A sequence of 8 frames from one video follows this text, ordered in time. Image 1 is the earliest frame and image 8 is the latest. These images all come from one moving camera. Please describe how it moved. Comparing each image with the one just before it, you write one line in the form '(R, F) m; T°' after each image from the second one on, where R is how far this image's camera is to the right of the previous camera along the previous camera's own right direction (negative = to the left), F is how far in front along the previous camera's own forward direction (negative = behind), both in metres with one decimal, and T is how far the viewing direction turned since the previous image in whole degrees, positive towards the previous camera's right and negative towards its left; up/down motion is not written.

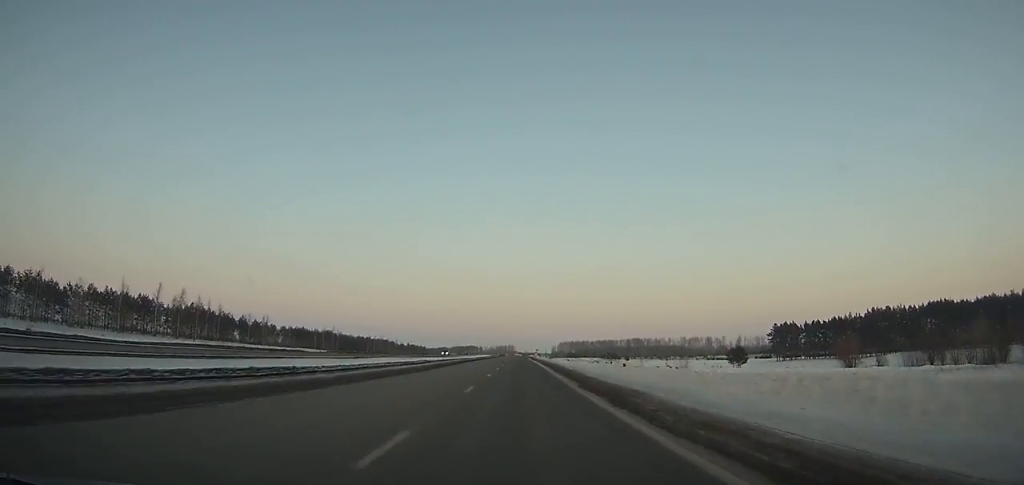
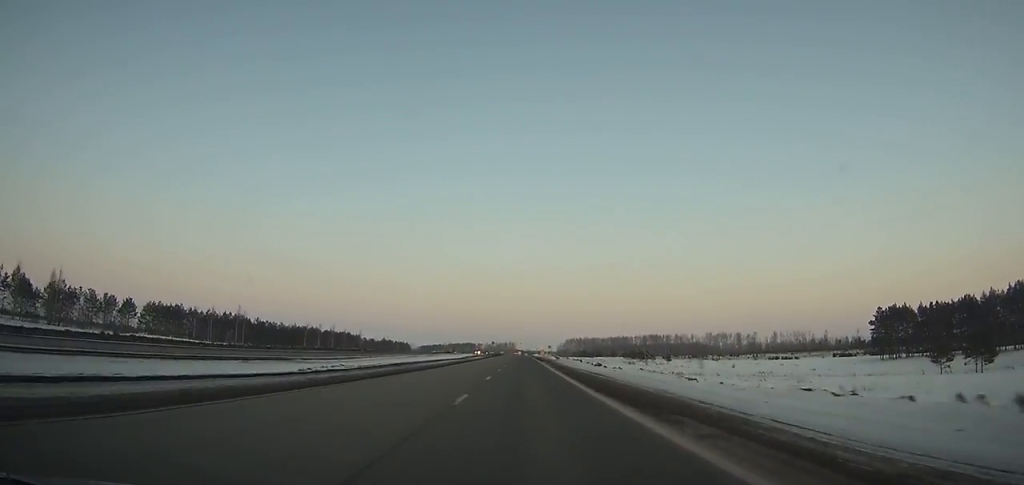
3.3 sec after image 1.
(0.0, +88.6) m; 0°
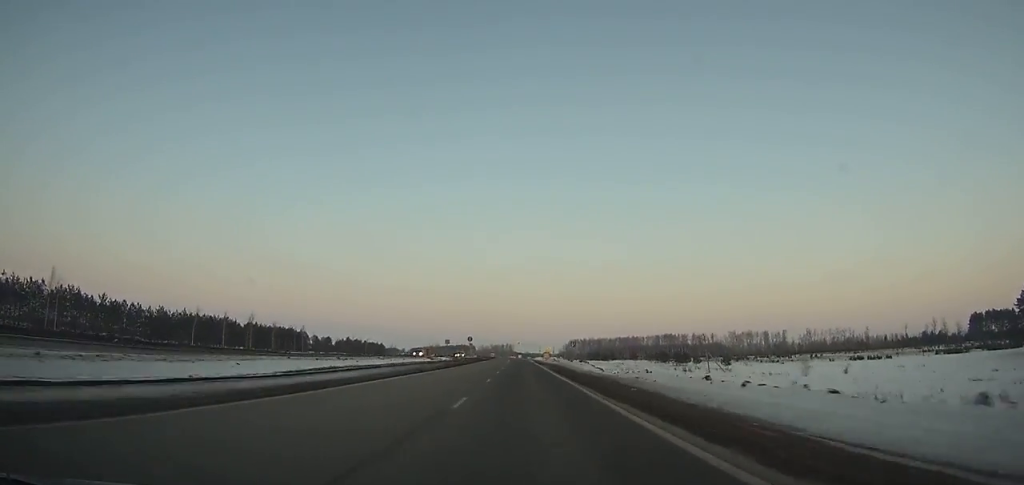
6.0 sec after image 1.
(0.0, +71.4) m; 0°
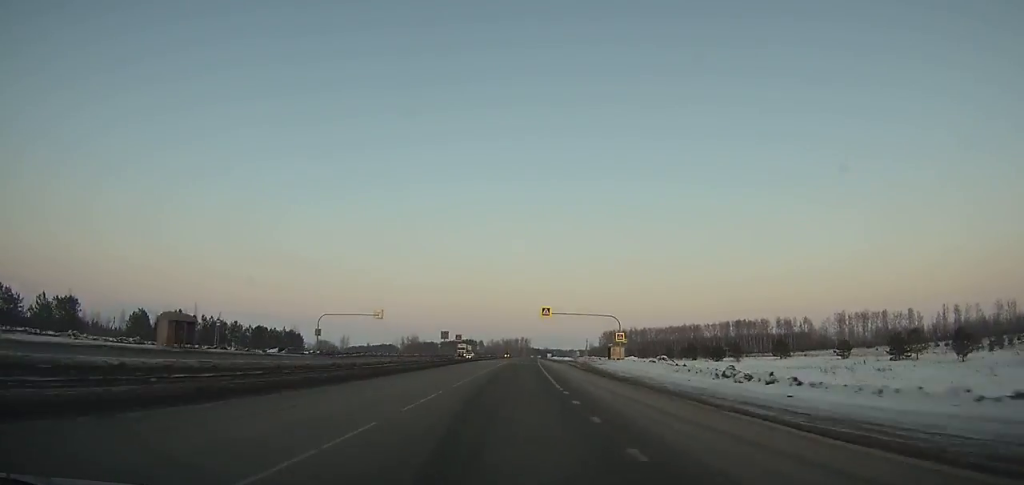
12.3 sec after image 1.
(-1.5, +162.1) m; -1°
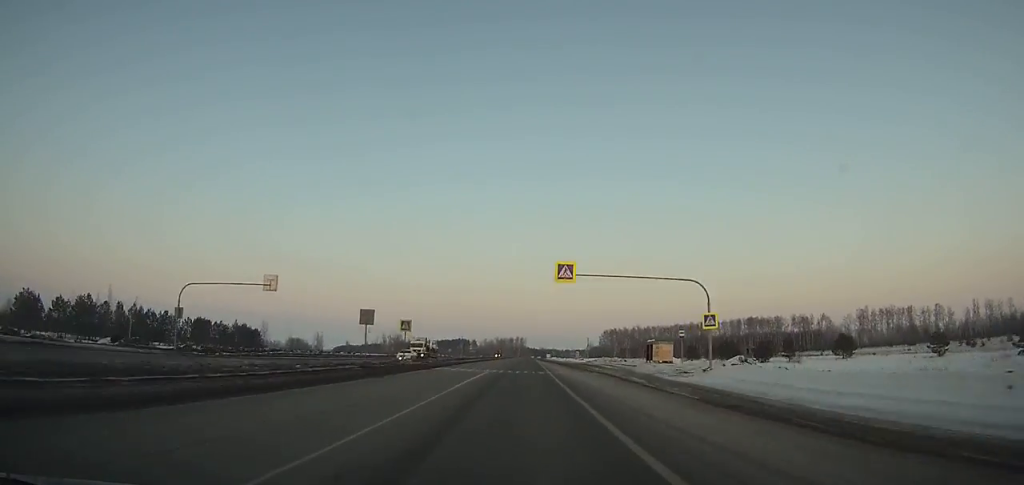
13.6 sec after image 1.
(-0.1, +33.0) m; 0°
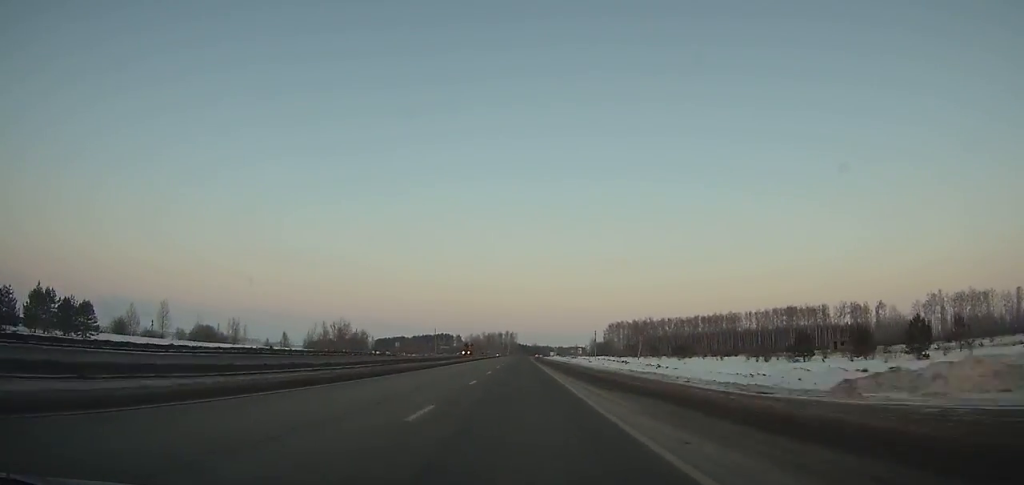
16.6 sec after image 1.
(+0.4, +75.6) m; 0°
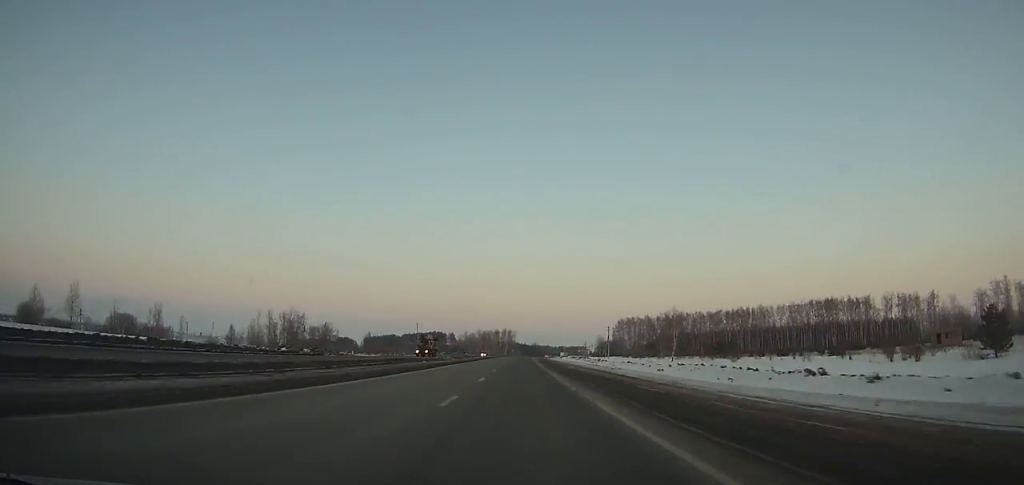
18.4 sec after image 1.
(+0.1, +45.1) m; 0°
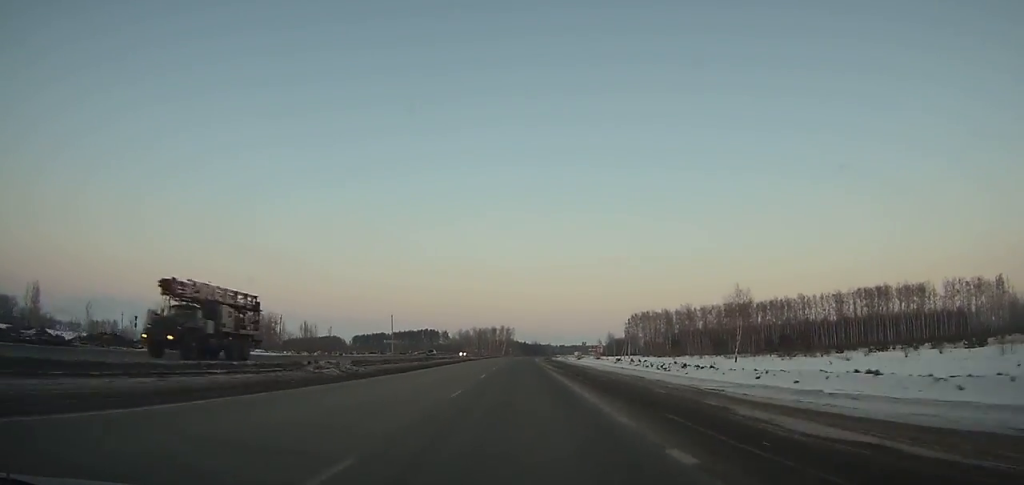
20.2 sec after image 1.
(0.0, +45.1) m; 0°
